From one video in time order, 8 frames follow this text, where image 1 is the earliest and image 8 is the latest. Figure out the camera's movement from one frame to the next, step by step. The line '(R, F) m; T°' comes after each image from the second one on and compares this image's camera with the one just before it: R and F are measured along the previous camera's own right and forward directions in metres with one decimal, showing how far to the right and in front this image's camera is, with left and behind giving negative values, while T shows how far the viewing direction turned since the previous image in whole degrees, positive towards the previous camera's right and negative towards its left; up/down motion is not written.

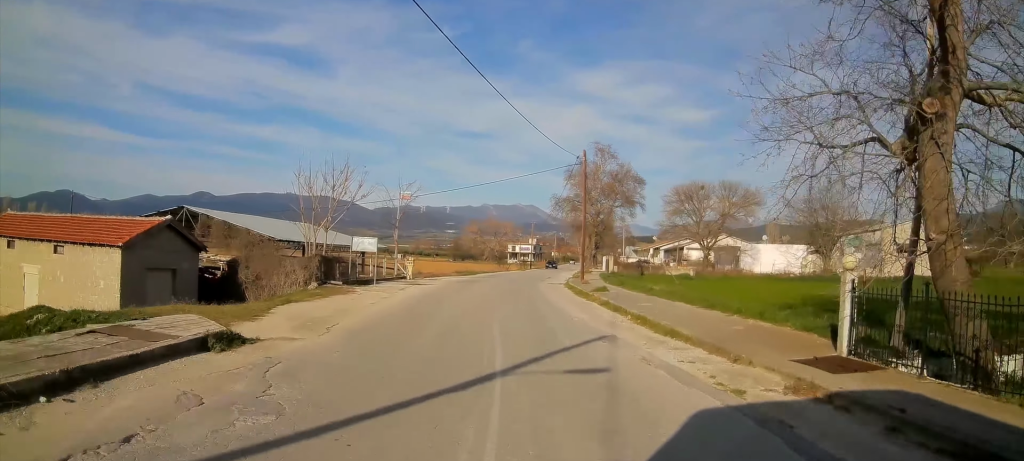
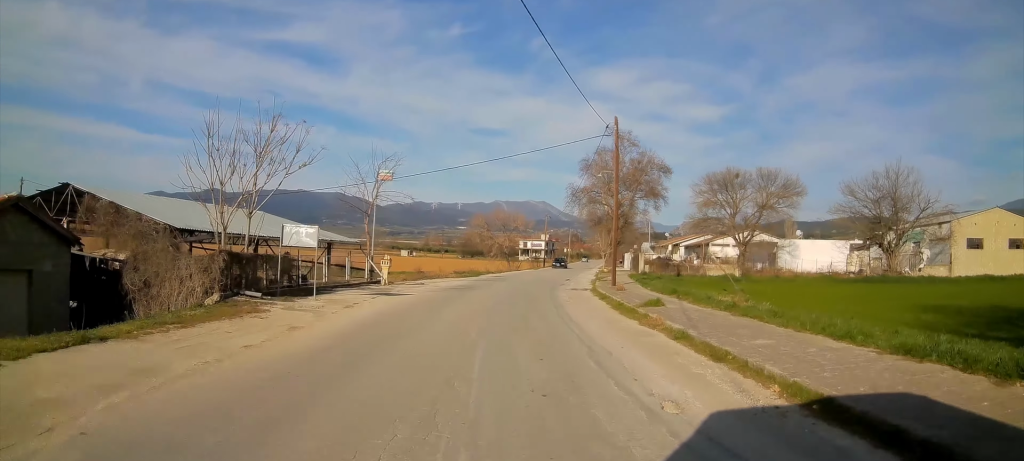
(-0.1, +9.9) m; -1°
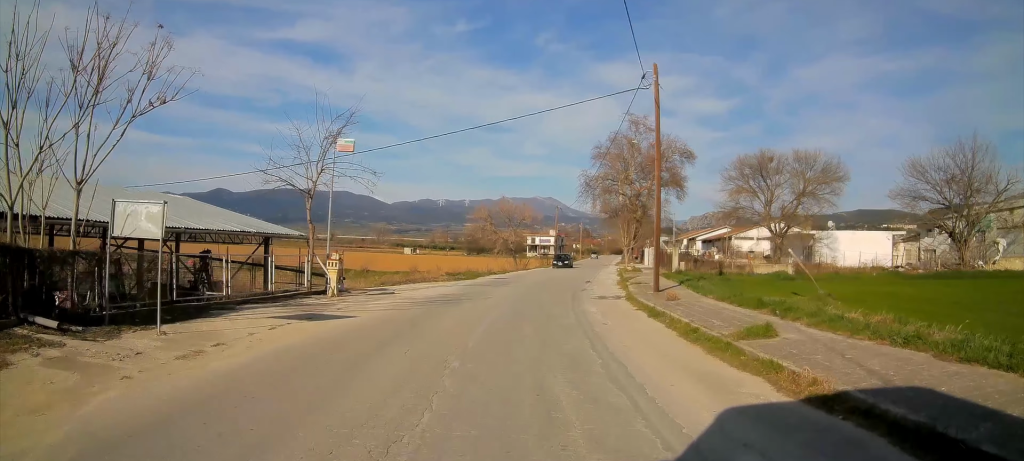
(0.0, +9.0) m; 0°
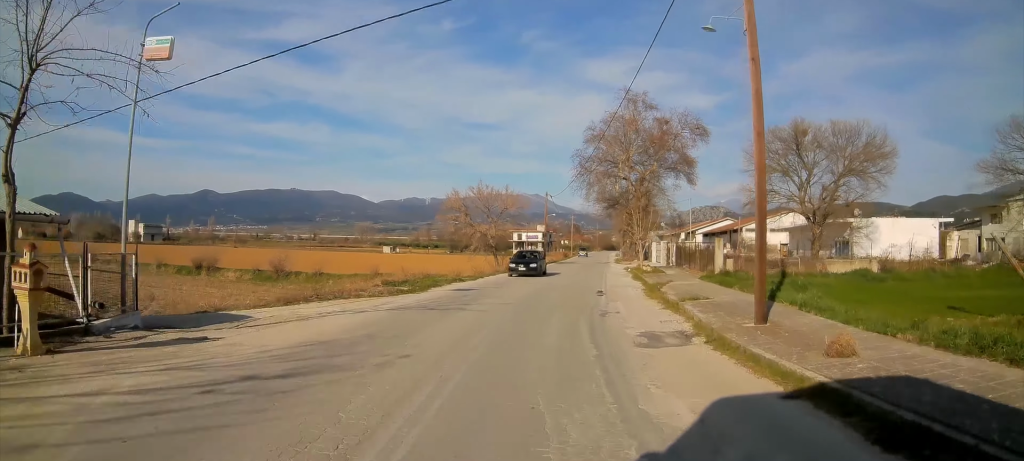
(0.0, +12.7) m; 0°
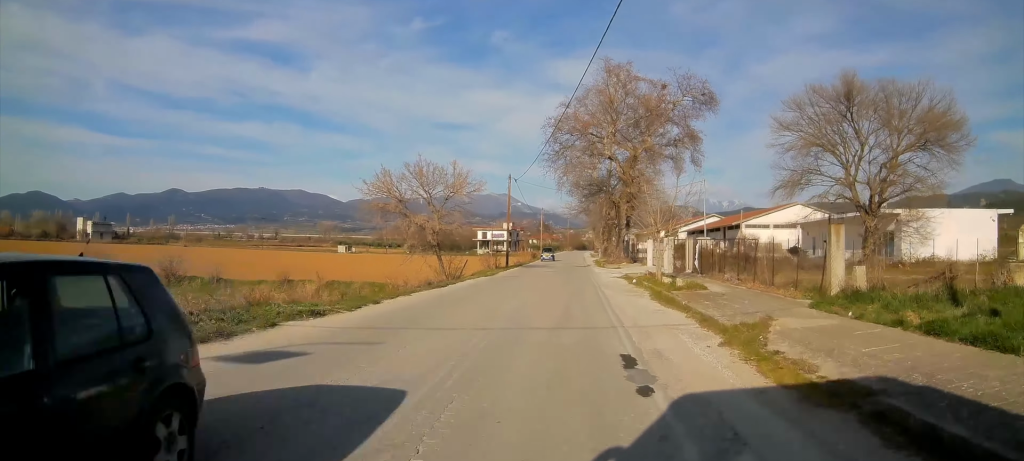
(0.0, +14.7) m; +1°
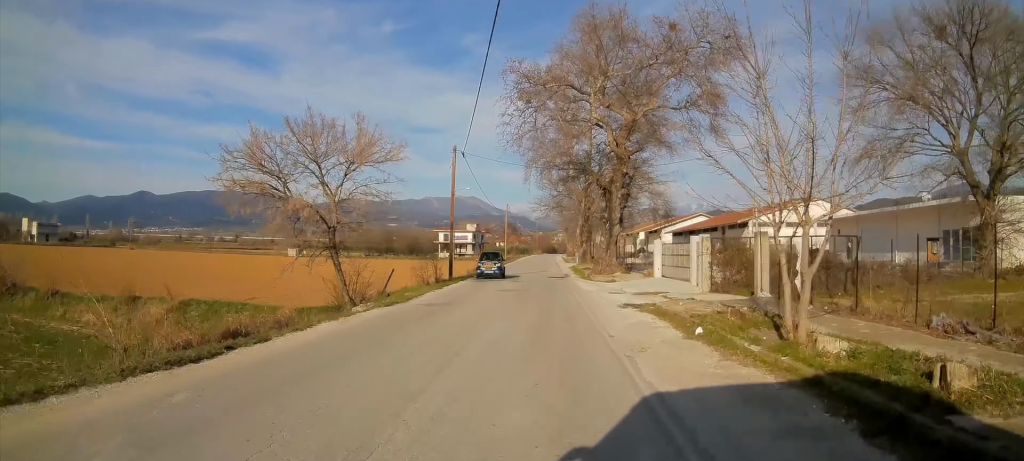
(+0.4, +15.1) m; +3°
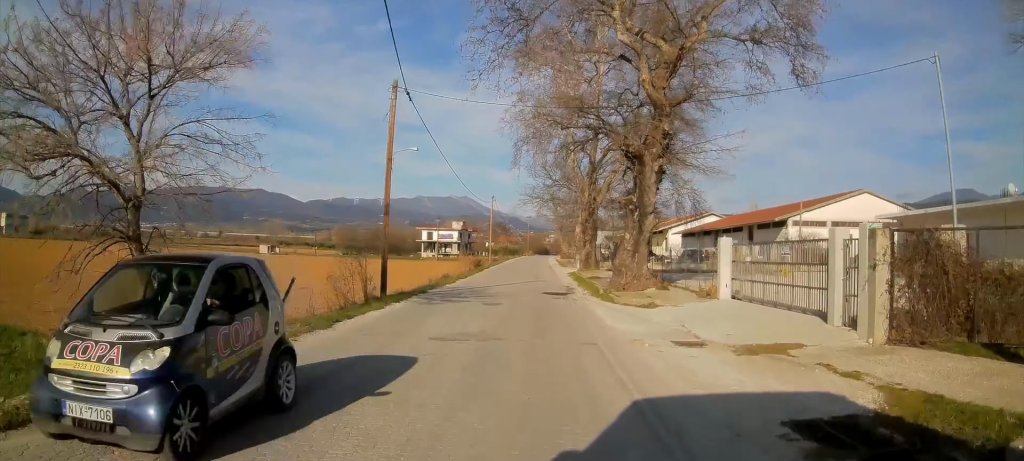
(+0.3, +13.3) m; +2°
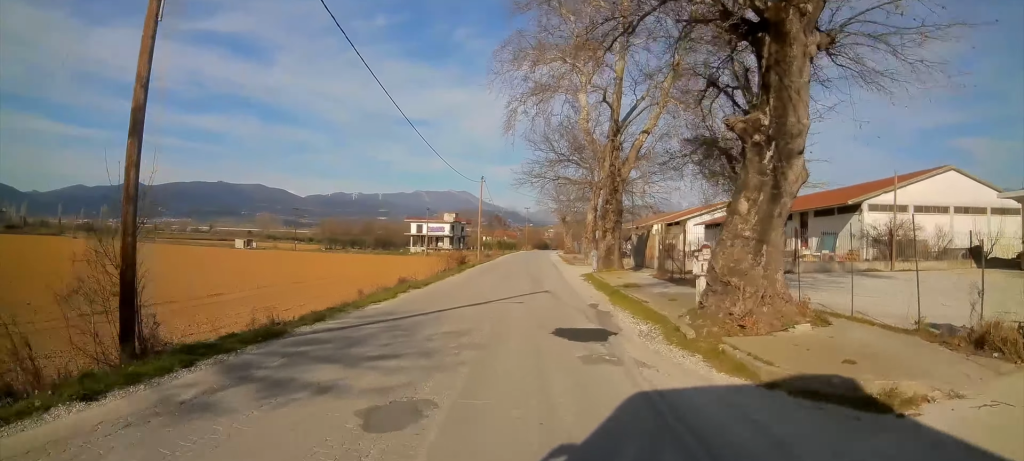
(+0.2, +13.7) m; 0°
